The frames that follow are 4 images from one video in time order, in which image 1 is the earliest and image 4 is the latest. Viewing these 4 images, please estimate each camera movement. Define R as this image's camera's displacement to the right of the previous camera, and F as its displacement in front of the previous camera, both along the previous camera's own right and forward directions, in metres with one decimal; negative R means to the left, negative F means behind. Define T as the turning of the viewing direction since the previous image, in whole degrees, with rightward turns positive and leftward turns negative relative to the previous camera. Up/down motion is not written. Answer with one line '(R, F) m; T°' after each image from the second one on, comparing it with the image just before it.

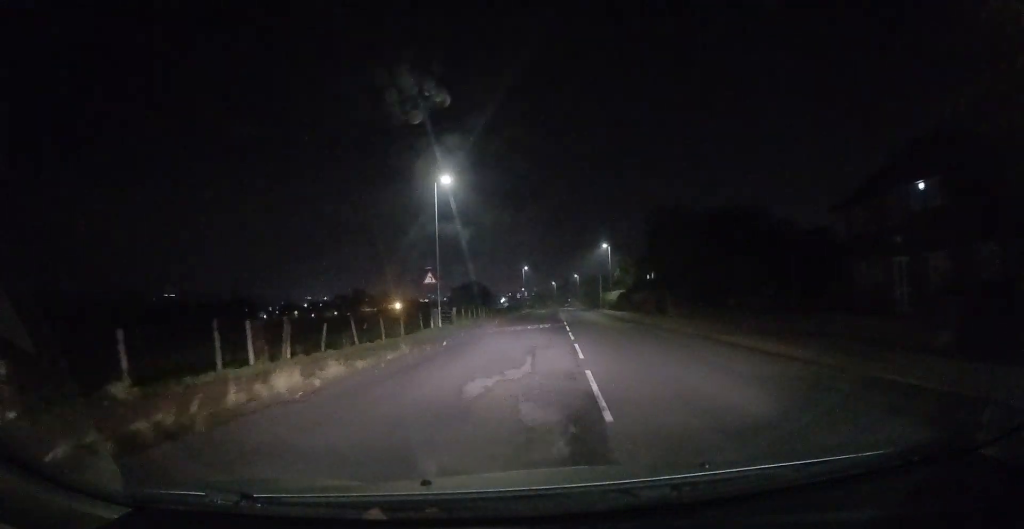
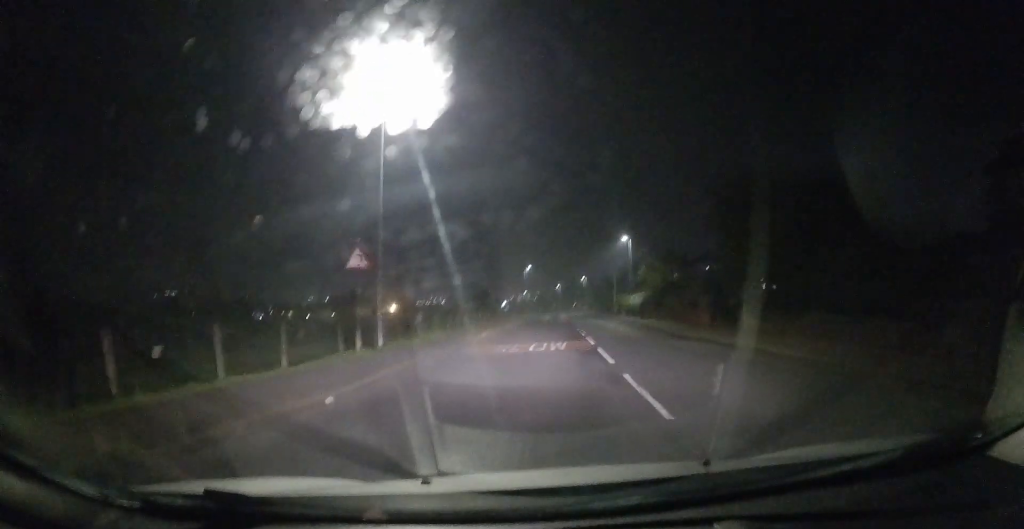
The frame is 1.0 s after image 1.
(-0.1, +12.0) m; 0°
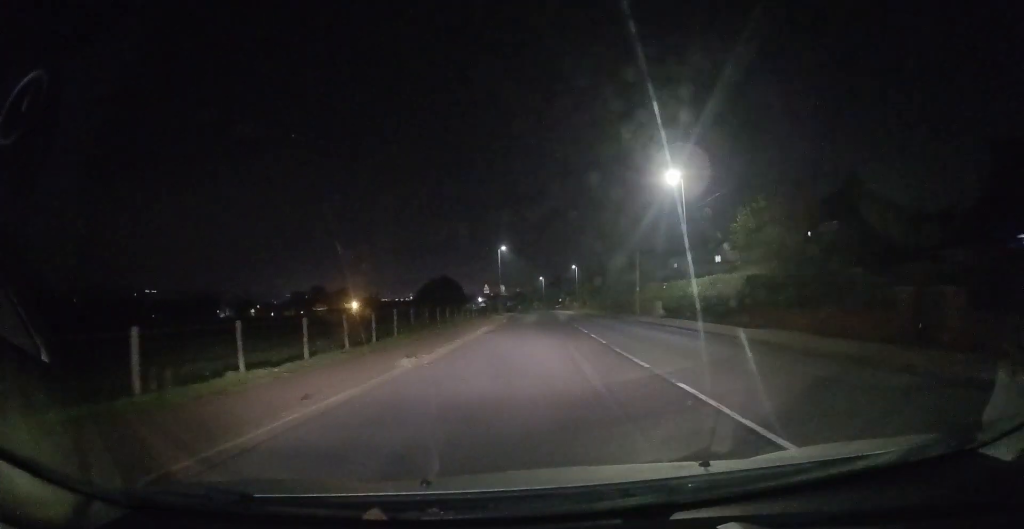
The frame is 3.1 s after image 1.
(-0.3, +26.3) m; -1°
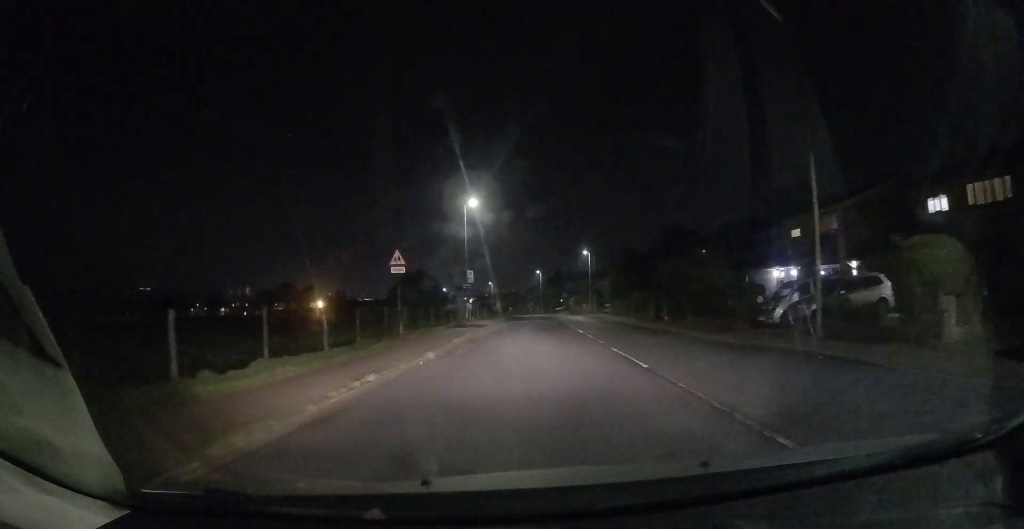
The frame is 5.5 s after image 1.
(+1.1, +30.0) m; +3°
